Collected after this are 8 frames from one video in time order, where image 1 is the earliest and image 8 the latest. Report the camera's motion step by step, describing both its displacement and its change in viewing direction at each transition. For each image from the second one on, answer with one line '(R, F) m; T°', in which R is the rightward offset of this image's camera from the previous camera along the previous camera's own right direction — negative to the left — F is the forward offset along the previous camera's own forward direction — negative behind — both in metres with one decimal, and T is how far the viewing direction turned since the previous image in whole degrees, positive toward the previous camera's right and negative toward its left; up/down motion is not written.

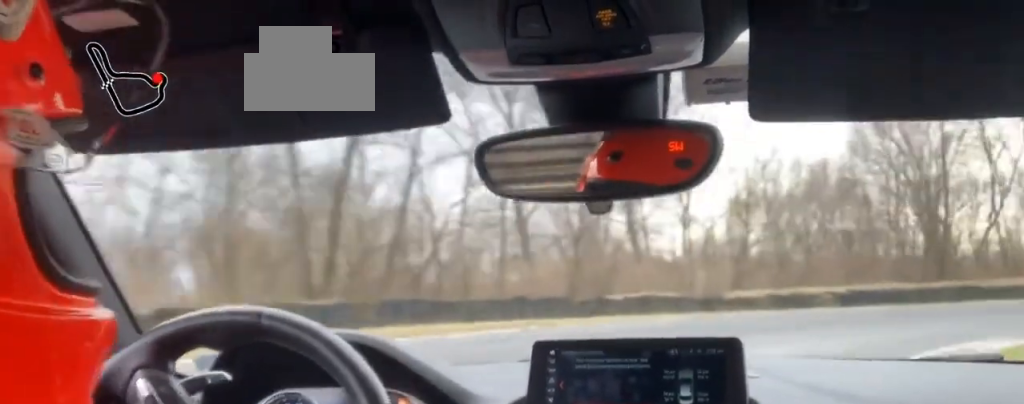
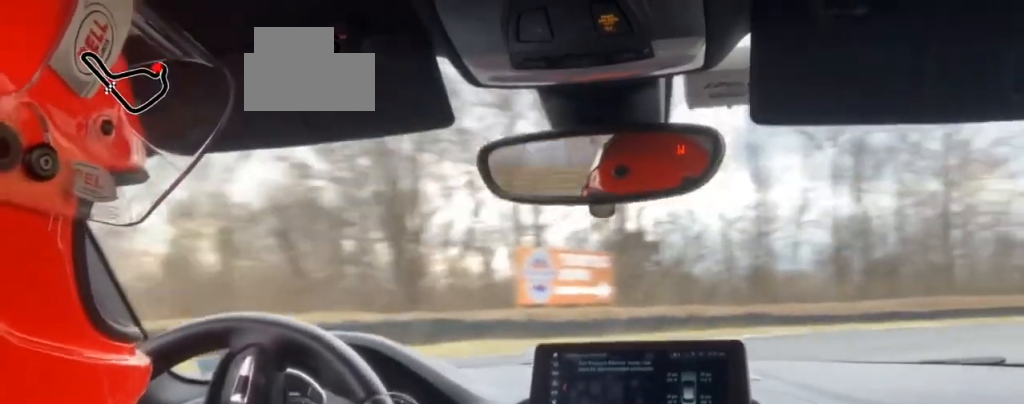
(0.0, +11.9) m; 0°
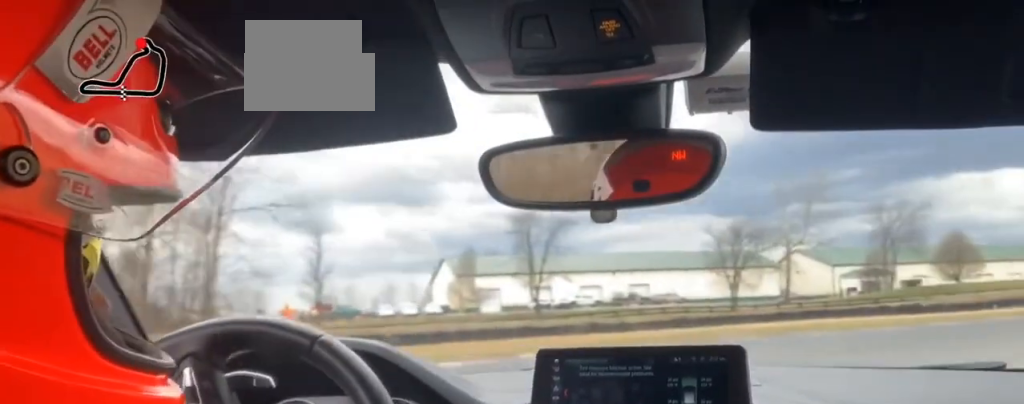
(0.0, +19.7) m; 0°
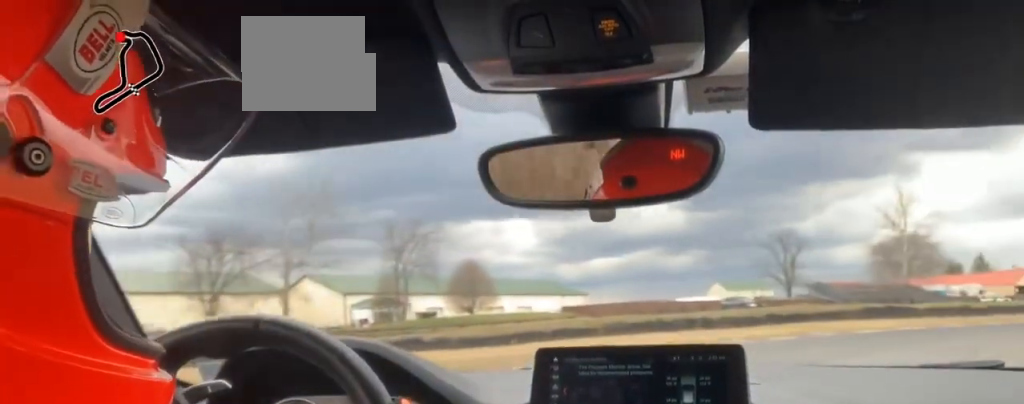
(0.0, +16.6) m; +3°
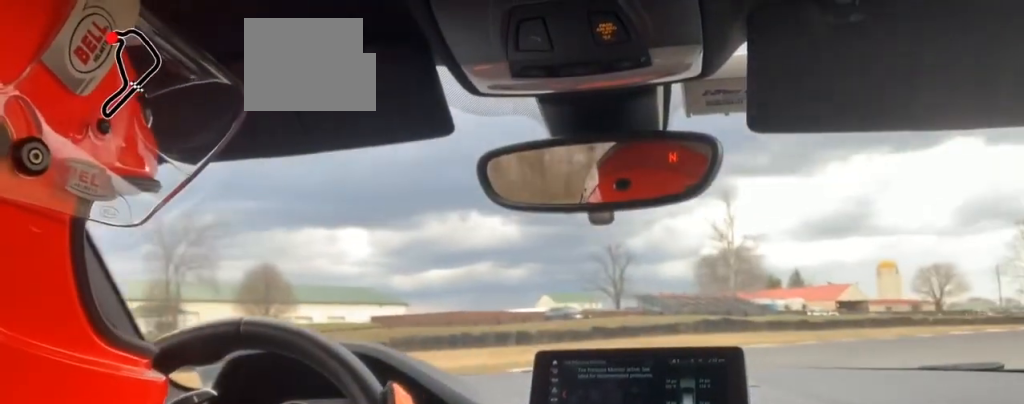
(-0.2, +8.0) m; +8°
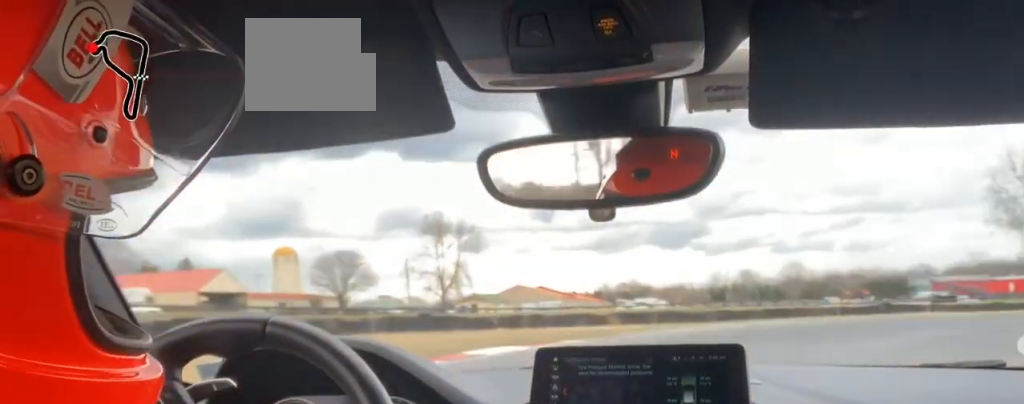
(+18.8, +15.3) m; +90°
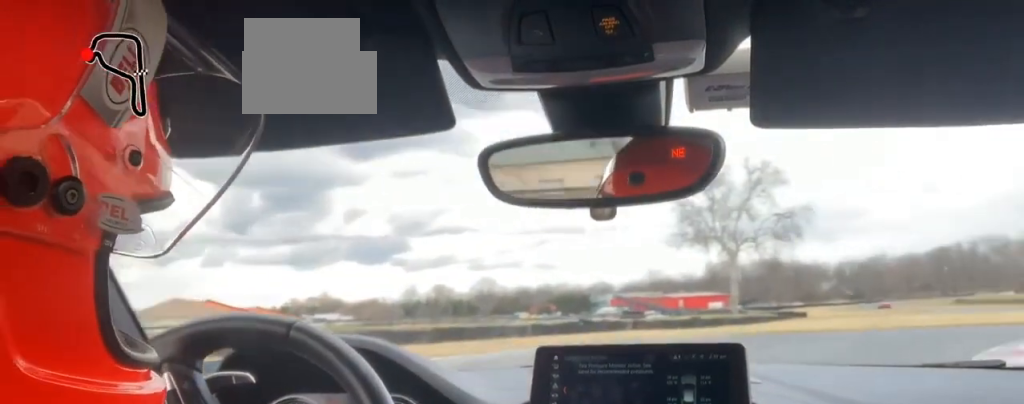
(+4.0, +17.5) m; +20°
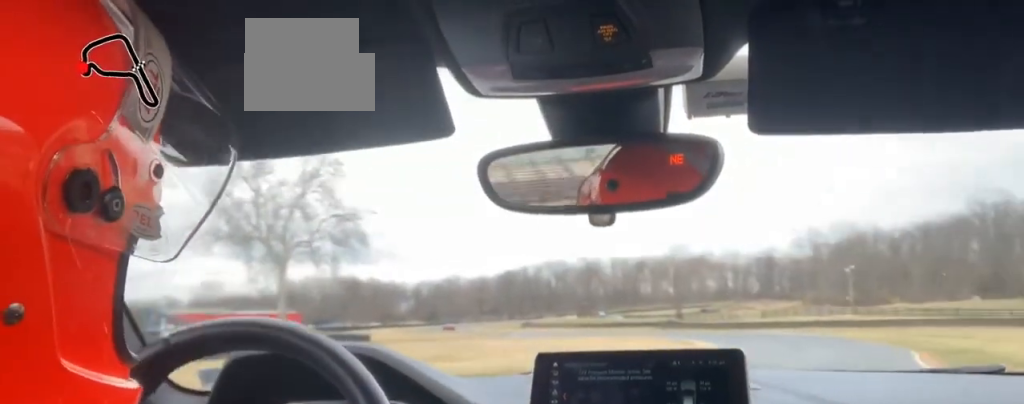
(+5.2, +25.3) m; +21°
